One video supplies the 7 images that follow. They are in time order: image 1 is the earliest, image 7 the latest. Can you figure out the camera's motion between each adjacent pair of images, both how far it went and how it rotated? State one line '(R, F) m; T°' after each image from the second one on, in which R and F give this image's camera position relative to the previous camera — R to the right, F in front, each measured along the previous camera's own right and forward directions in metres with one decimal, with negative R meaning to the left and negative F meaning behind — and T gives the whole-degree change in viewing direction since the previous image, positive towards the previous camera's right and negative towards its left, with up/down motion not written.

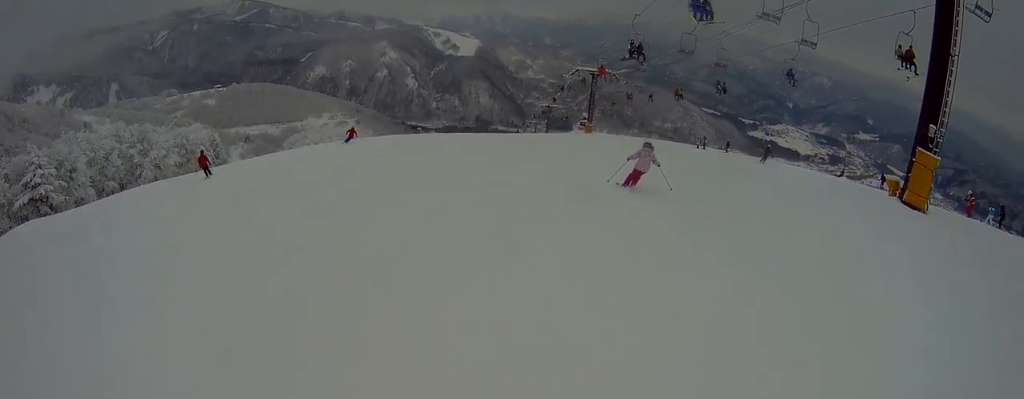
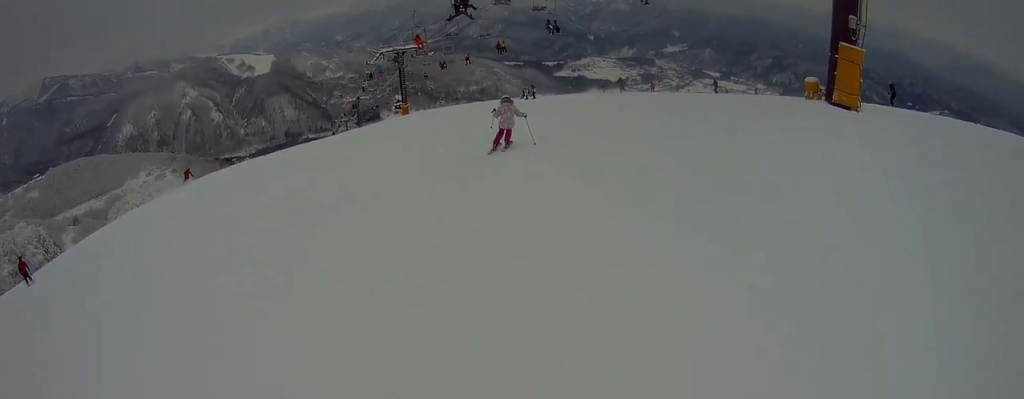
(-0.3, +3.1) m; +9°
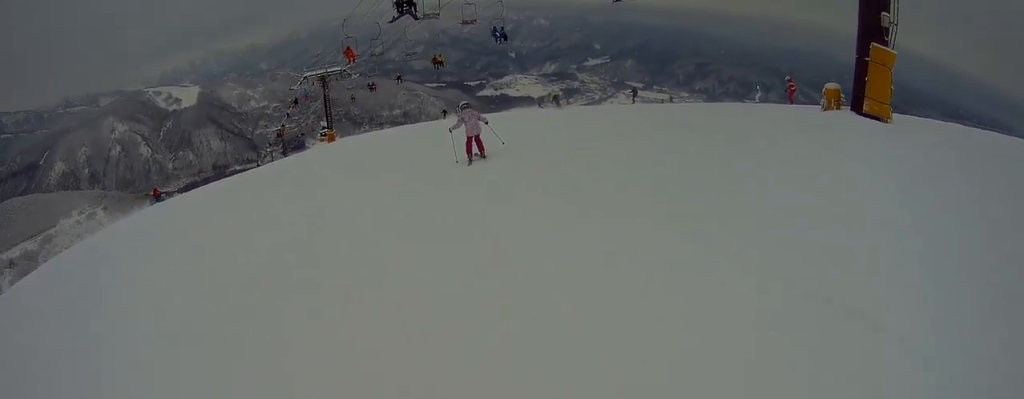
(+1.2, +3.1) m; +4°
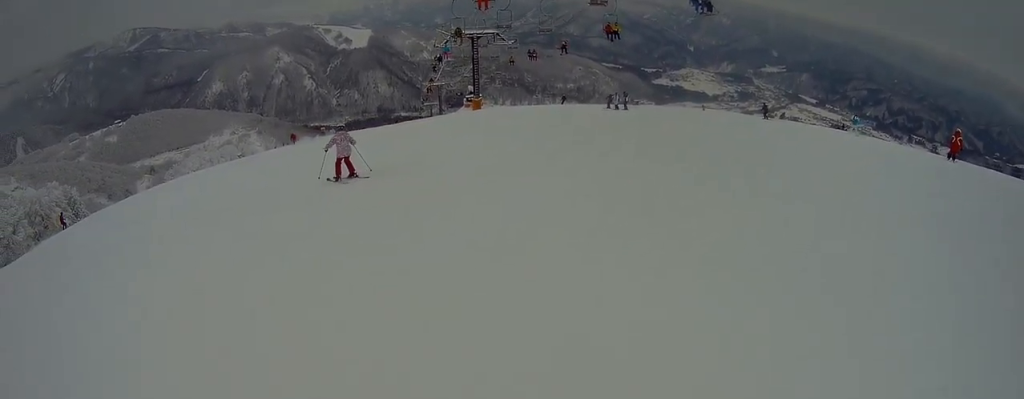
(-1.3, +7.6) m; -35°
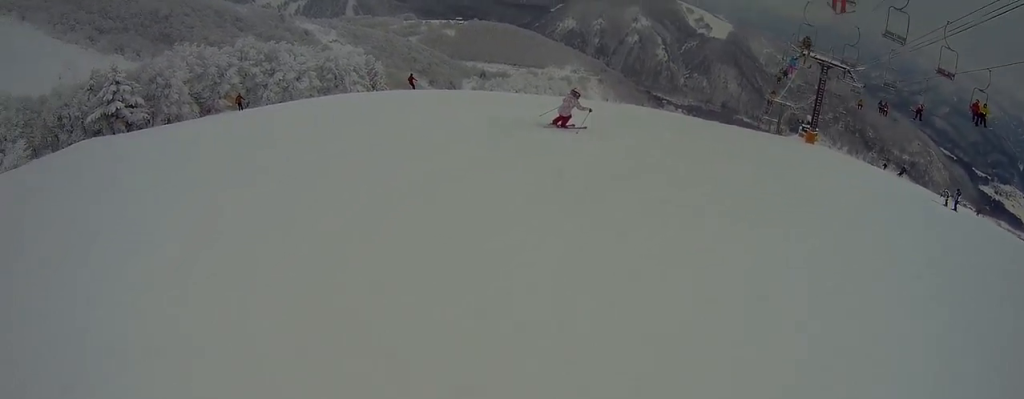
(-1.7, +3.8) m; -18°
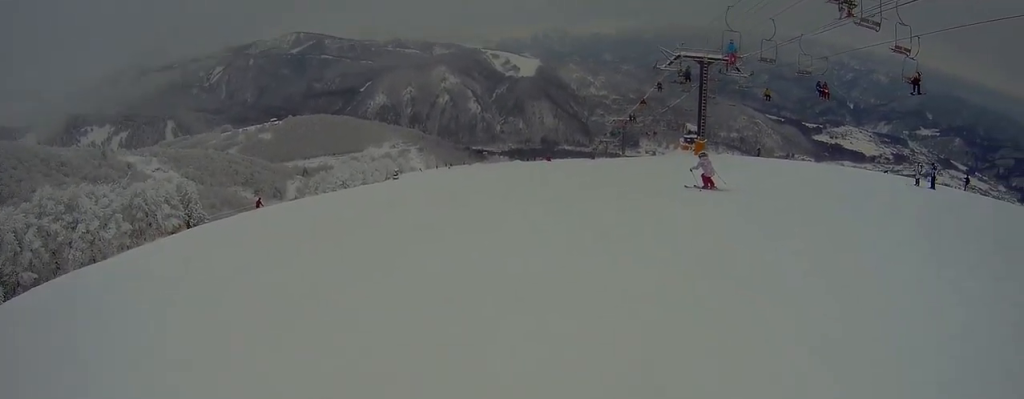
(+1.0, +10.7) m; +20°
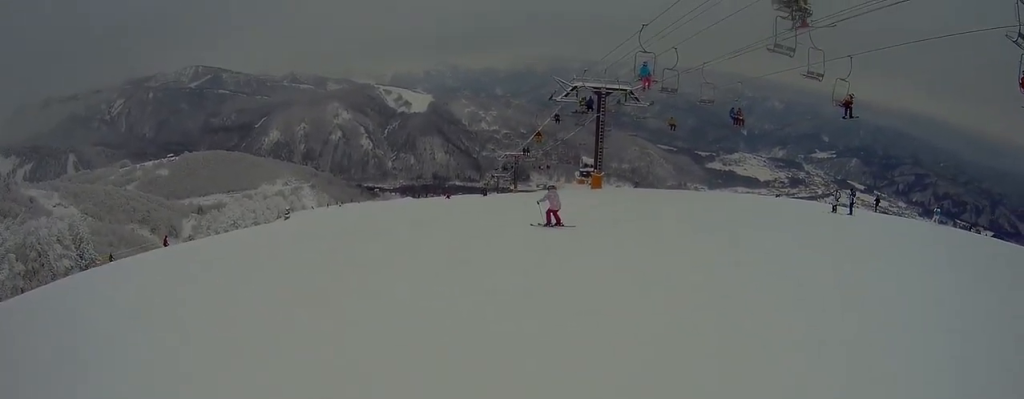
(+0.1, +2.0) m; +12°
